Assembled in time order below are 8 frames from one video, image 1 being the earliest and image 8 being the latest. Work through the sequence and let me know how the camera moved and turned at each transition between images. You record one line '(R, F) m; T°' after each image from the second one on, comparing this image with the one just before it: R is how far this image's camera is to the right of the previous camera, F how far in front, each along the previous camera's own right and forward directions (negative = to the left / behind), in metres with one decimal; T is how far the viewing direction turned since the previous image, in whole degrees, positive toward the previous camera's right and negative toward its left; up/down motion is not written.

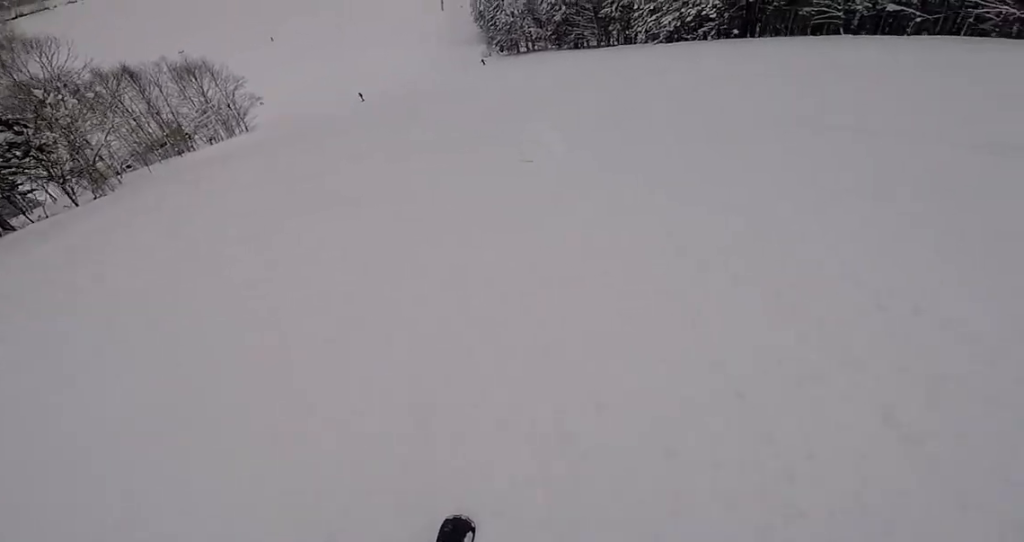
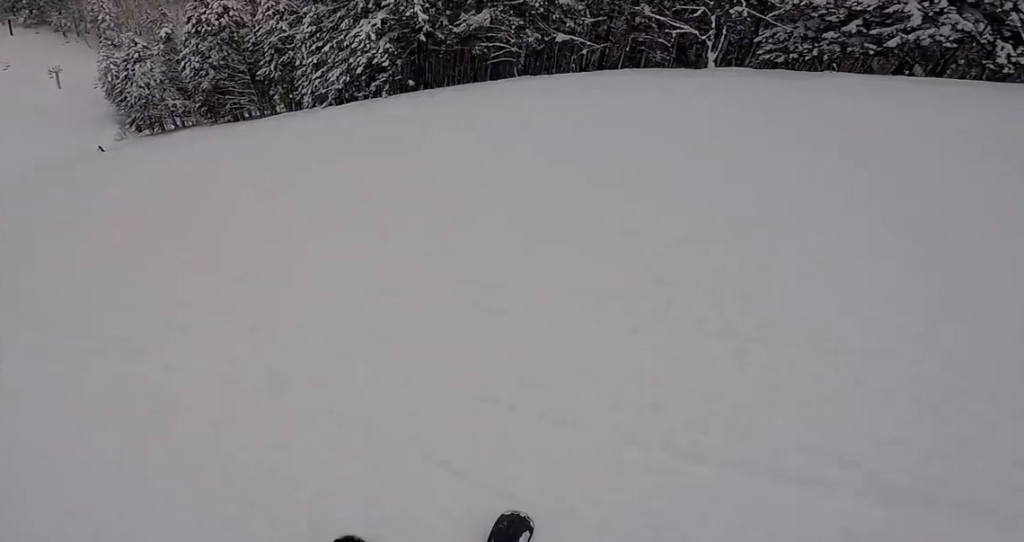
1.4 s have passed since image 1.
(+4.0, +11.7) m; +32°
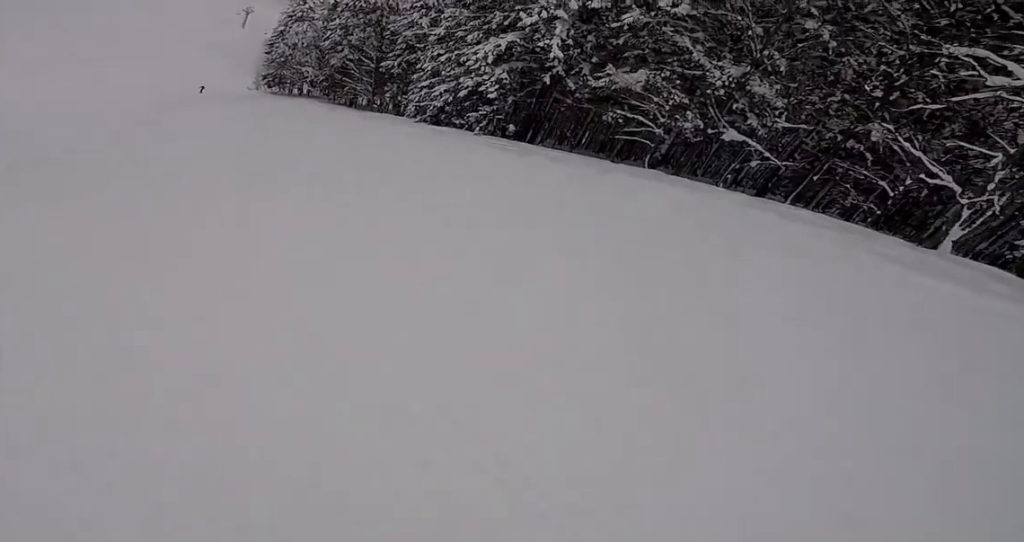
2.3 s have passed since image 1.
(+1.1, +8.1) m; -1°
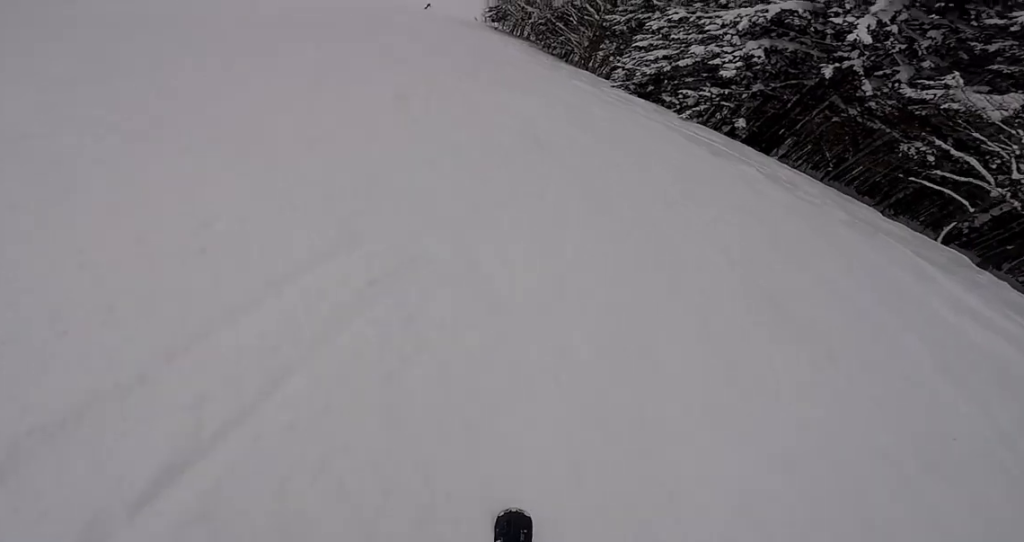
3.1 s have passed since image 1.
(-0.7, +6.9) m; -21°
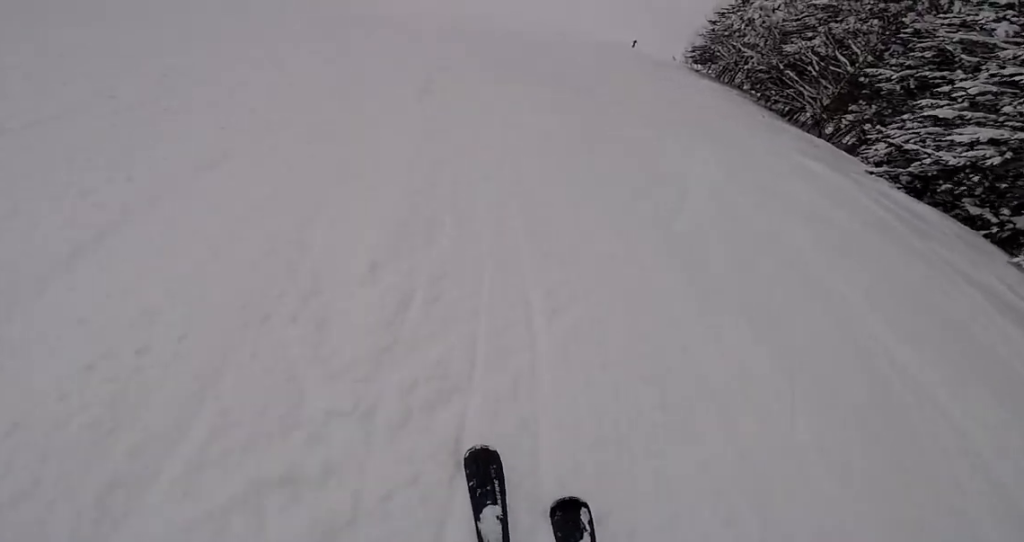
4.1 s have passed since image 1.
(-2.7, +7.6) m; -40°
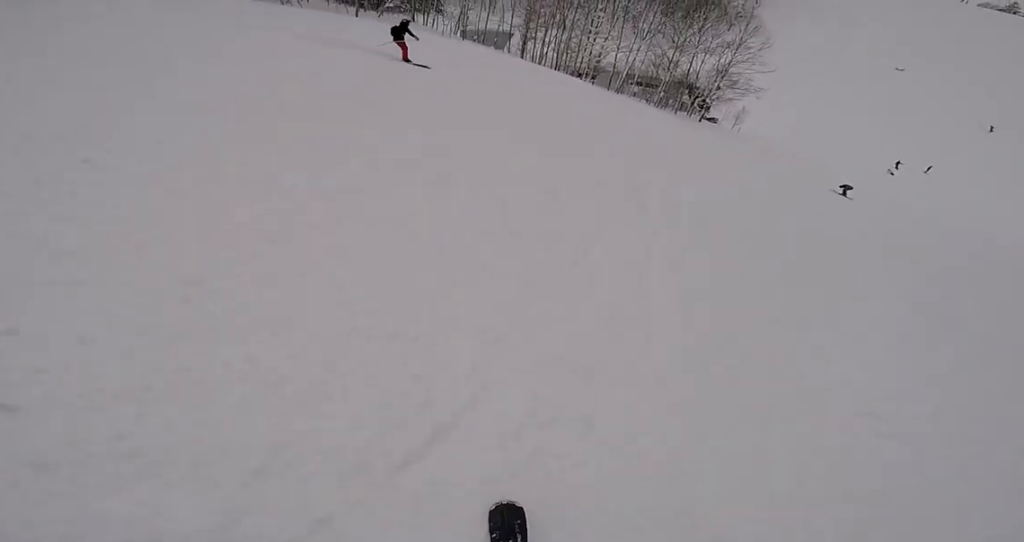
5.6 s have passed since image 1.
(-4.6, +10.7) m; -43°
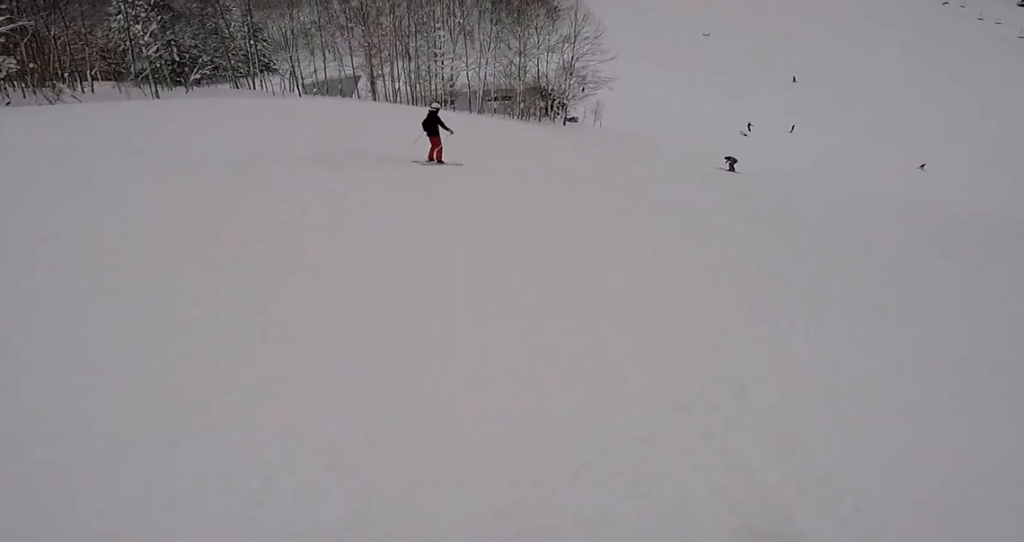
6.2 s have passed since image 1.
(-0.9, +4.6) m; +7°
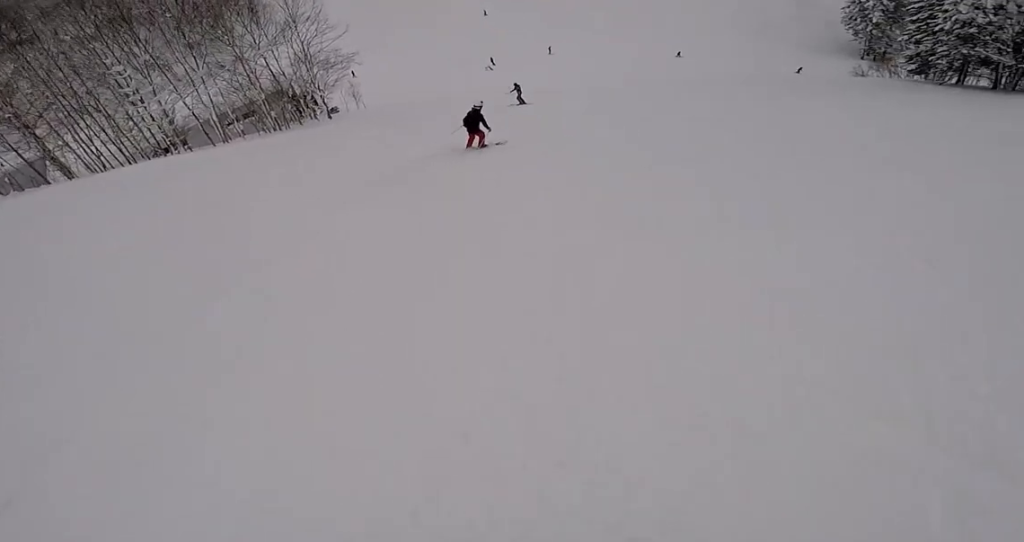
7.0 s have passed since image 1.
(+0.6, +5.9) m; +21°
